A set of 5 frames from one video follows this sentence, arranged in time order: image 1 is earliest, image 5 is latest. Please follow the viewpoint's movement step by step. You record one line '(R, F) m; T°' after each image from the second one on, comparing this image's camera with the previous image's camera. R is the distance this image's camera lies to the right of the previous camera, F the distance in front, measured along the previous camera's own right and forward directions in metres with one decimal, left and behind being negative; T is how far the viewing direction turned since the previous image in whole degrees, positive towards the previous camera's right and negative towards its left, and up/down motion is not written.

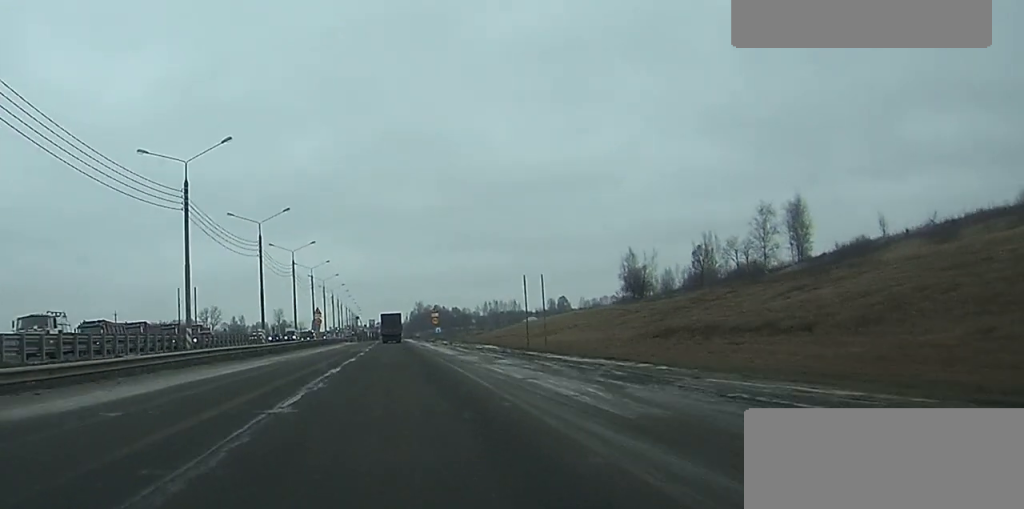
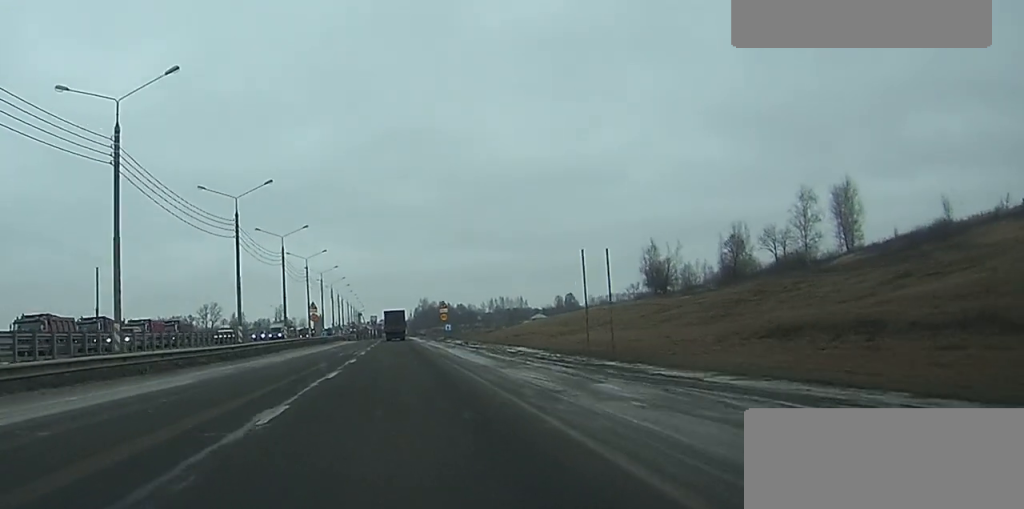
(0.0, +15.5) m; 0°
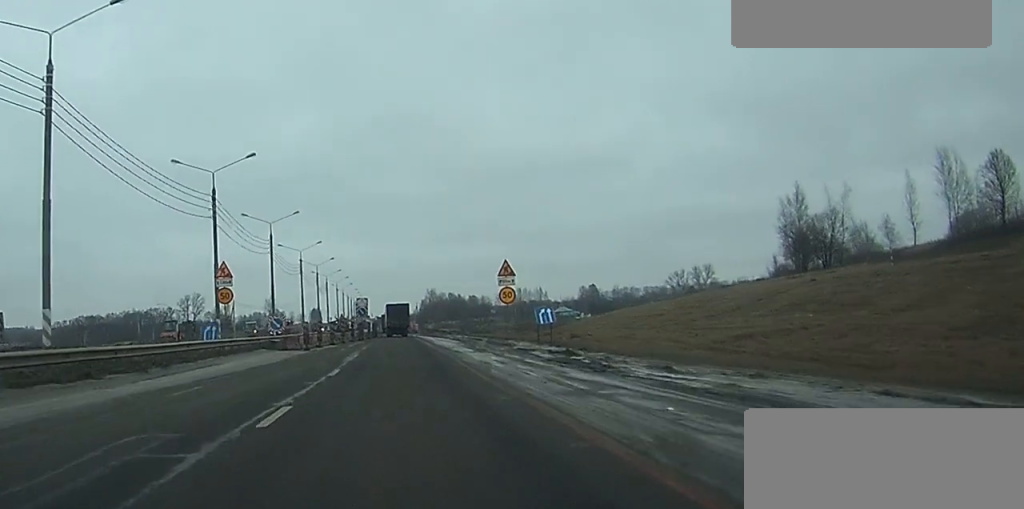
(-0.4, +75.0) m; 0°
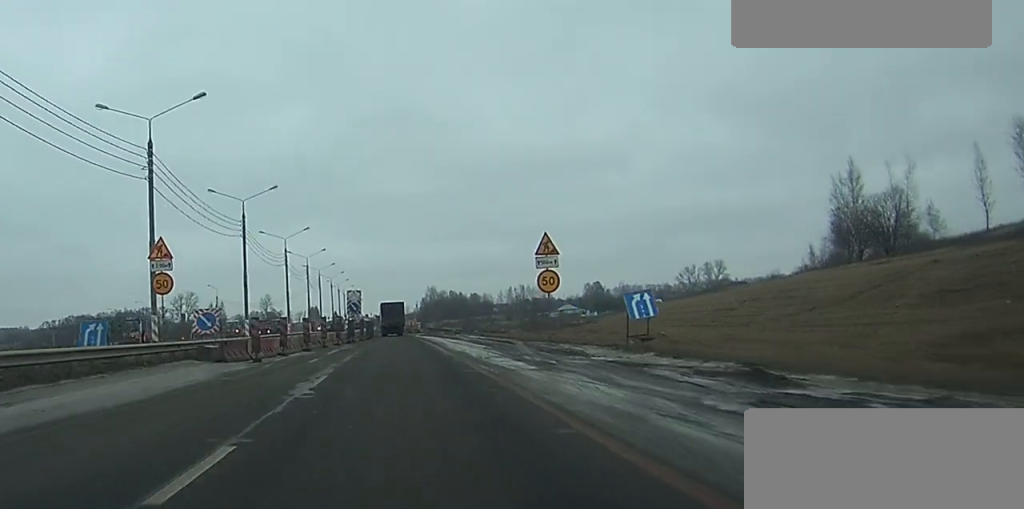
(0.0, +17.1) m; 0°
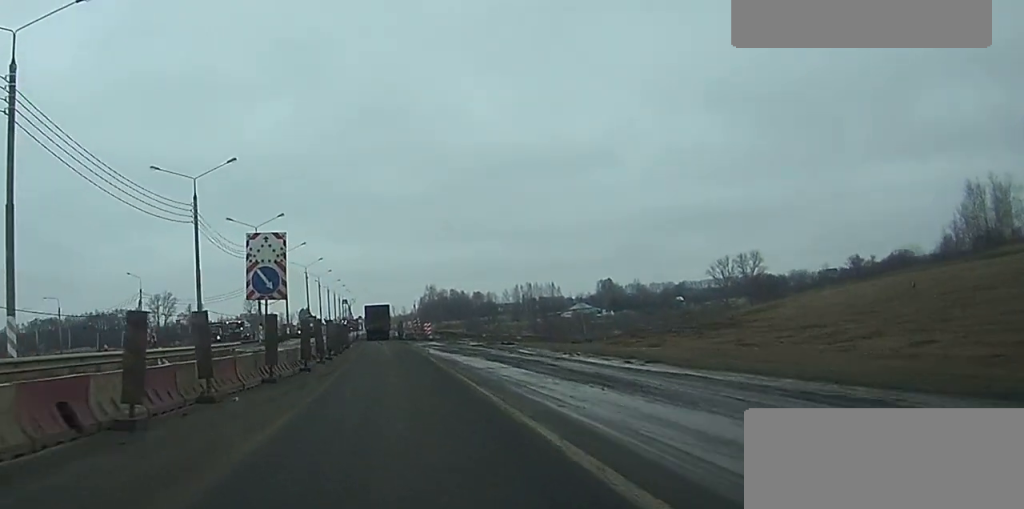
(+0.2, +48.6) m; 0°
